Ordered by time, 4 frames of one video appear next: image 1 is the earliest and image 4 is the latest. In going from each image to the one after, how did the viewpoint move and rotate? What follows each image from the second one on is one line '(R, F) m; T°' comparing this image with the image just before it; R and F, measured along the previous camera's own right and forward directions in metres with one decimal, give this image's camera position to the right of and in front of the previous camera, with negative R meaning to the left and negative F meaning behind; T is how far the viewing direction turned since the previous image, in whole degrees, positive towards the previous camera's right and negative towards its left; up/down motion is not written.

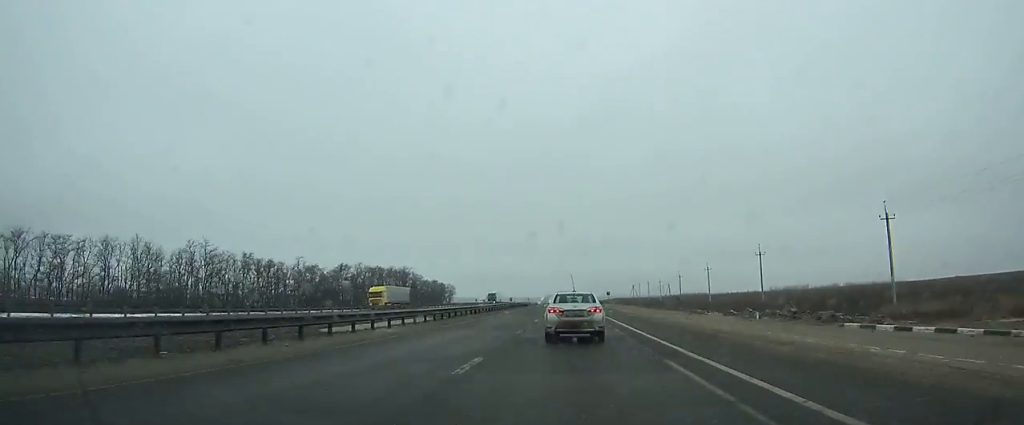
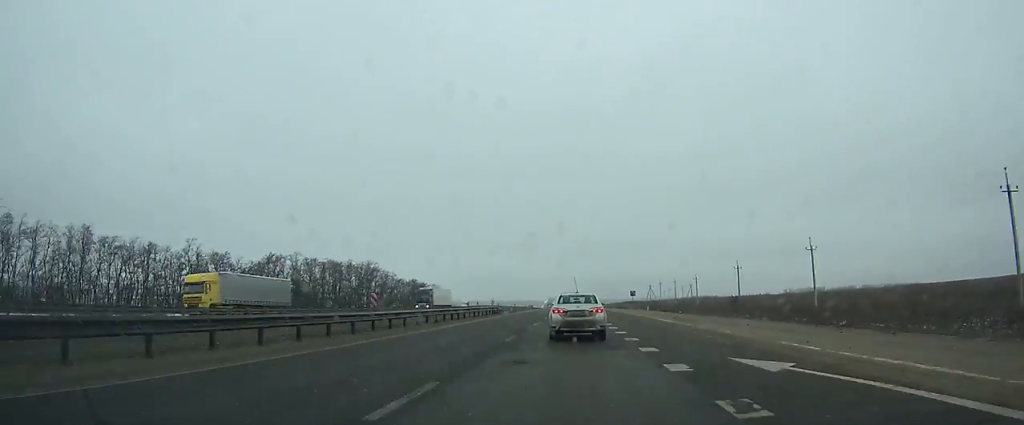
(-0.2, +54.5) m; 0°
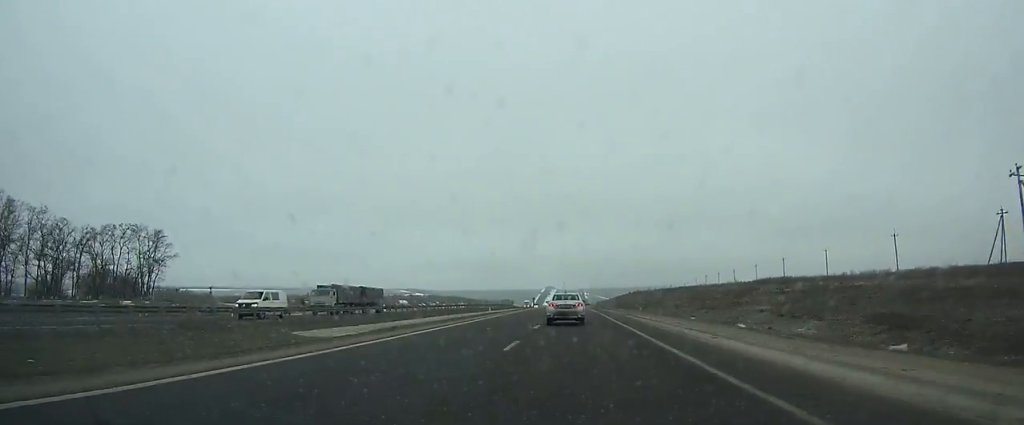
(+0.3, +215.4) m; 0°
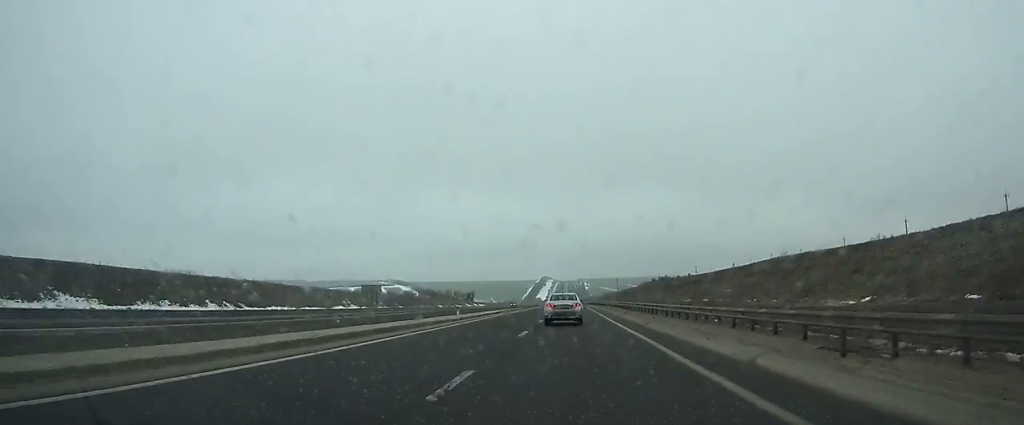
(0.0, +193.5) m; 0°
